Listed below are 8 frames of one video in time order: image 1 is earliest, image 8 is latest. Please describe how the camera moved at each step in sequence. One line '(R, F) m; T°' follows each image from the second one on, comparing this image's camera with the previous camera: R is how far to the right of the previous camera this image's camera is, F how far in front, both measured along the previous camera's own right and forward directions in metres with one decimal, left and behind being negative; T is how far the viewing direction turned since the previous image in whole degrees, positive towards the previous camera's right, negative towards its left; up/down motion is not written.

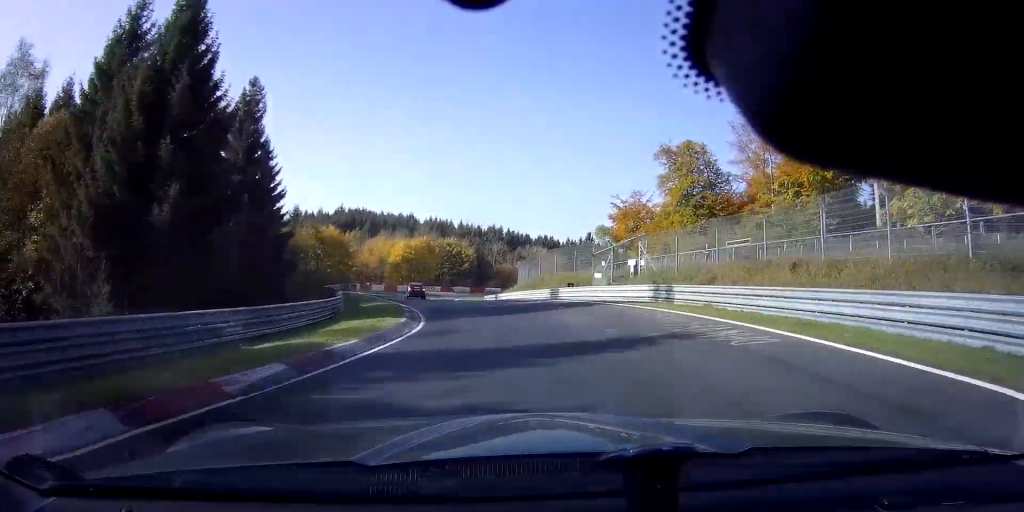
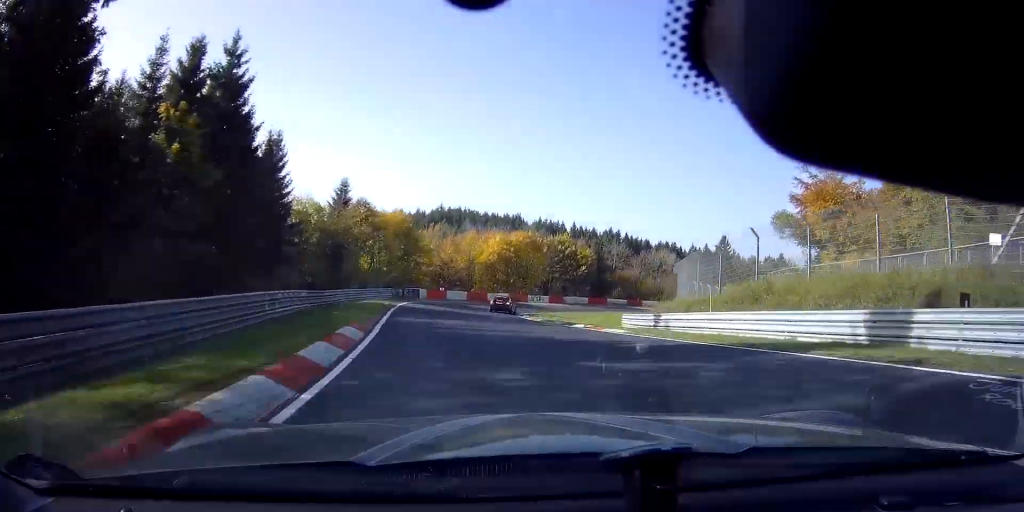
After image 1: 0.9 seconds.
(-2.1, +26.9) m; -5°
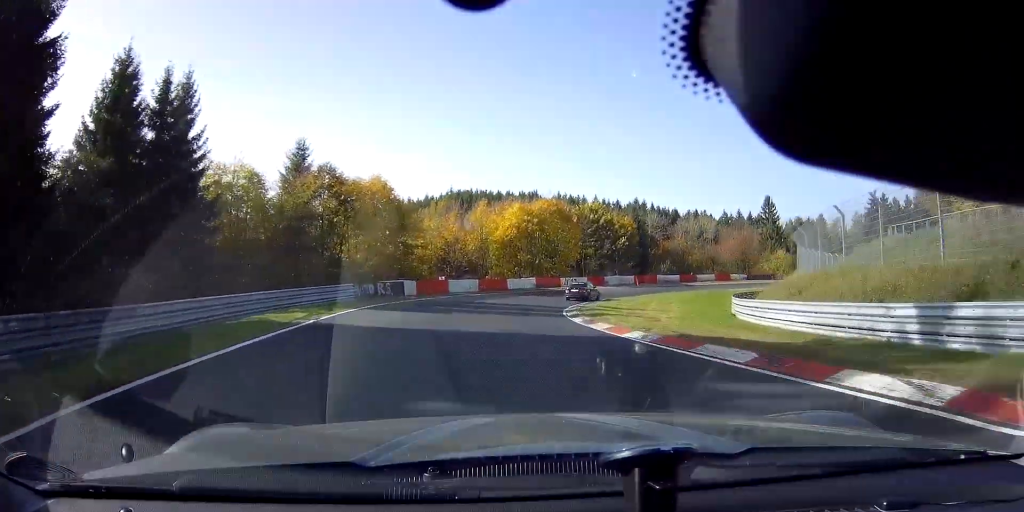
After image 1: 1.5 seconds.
(-1.1, +18.0) m; 0°
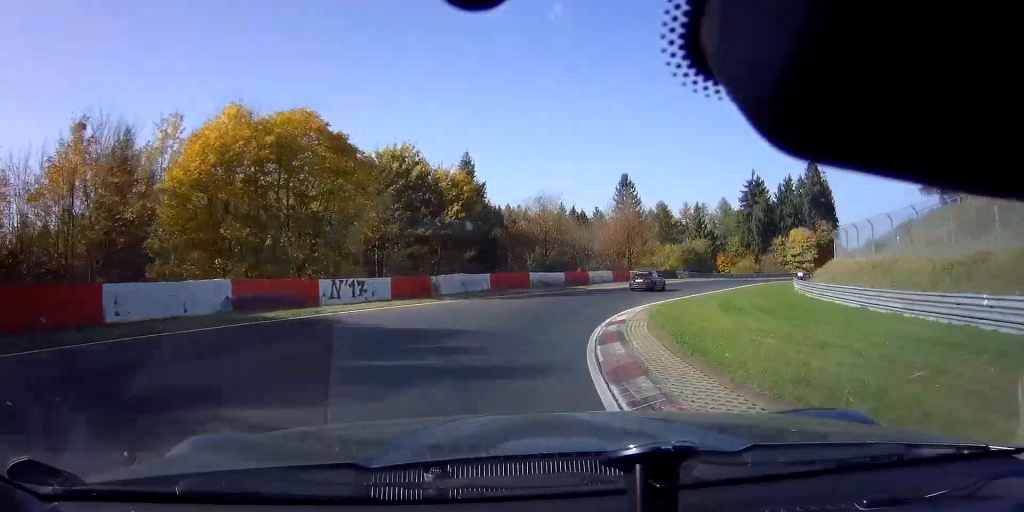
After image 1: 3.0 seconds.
(+5.6, +36.7) m; +21°
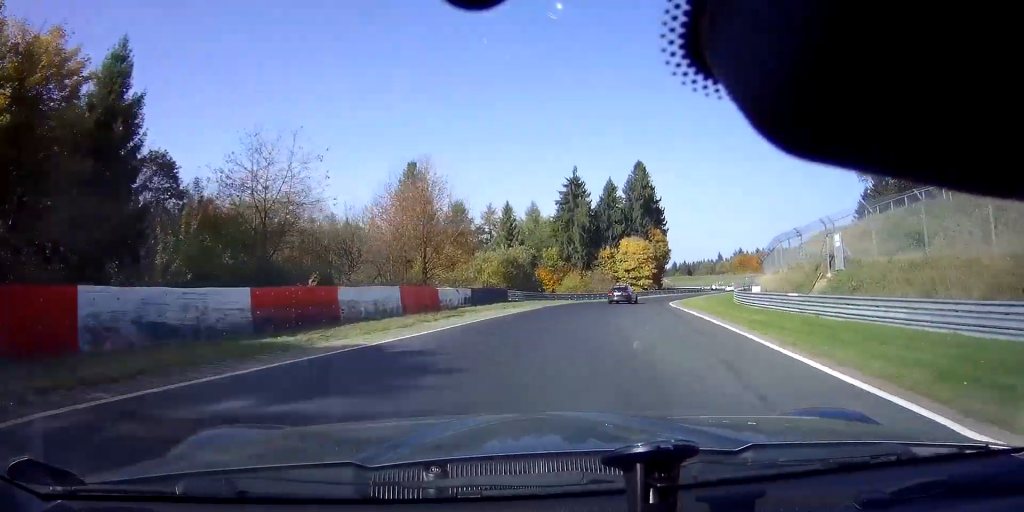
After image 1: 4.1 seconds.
(+5.2, +27.2) m; +22°
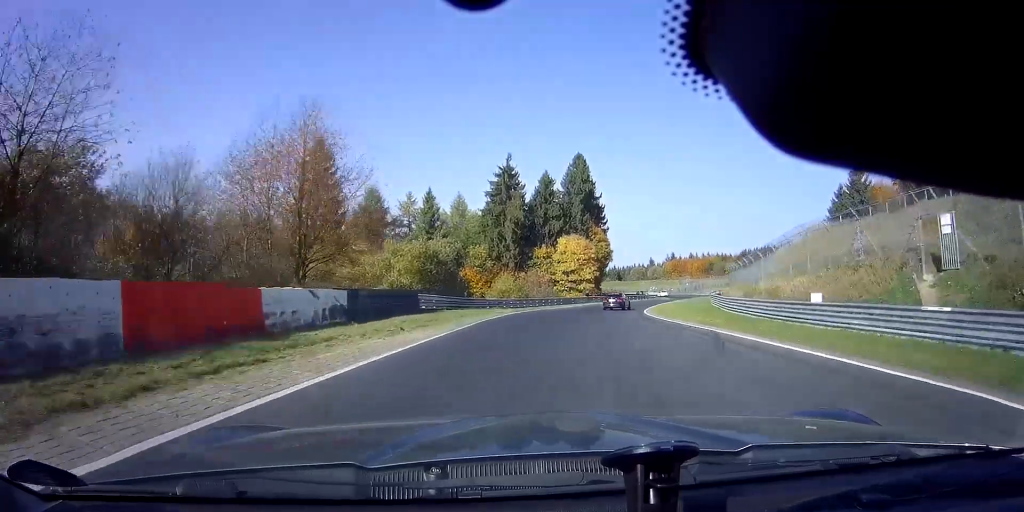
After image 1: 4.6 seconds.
(+0.7, +12.5) m; +9°
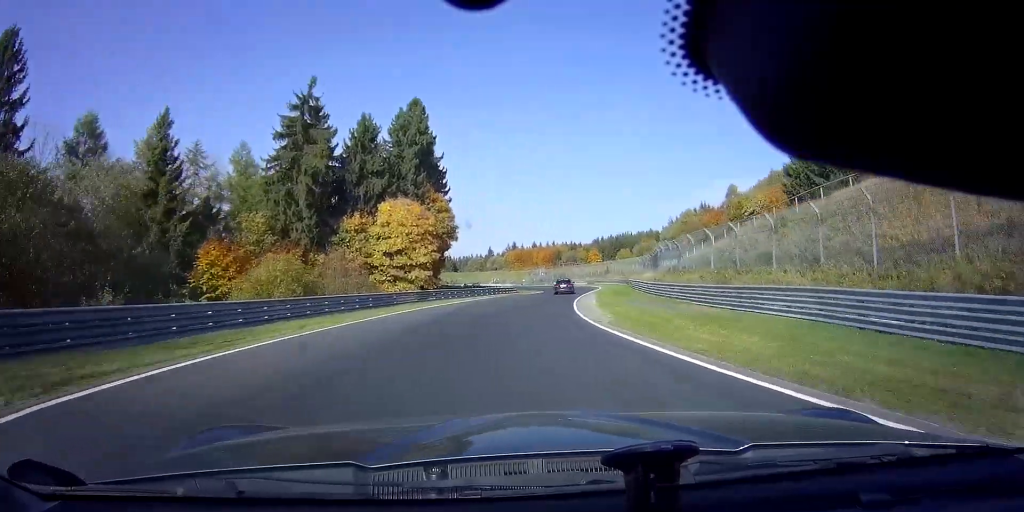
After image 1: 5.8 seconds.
(+5.0, +30.3) m; +15°
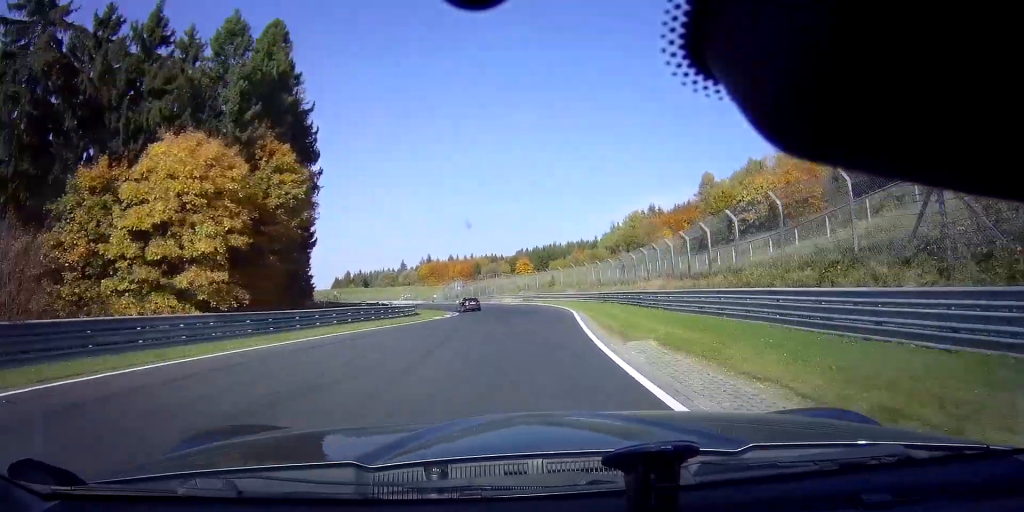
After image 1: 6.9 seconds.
(+2.8, +31.0) m; +5°
